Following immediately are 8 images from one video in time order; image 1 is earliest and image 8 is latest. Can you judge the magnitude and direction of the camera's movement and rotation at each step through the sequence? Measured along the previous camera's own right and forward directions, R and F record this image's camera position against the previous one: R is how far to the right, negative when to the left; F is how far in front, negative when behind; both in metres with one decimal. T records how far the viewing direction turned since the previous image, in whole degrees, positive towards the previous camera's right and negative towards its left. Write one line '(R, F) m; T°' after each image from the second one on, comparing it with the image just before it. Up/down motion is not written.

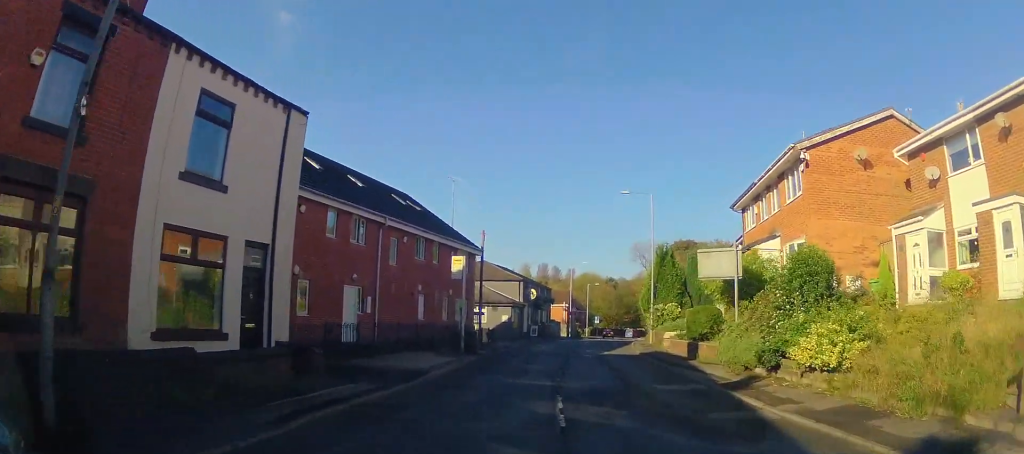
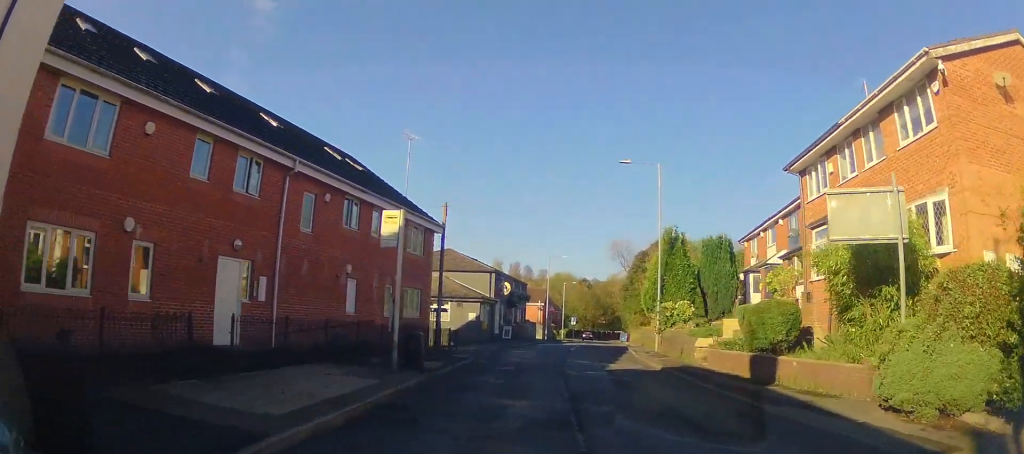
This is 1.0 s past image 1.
(+0.1, +8.2) m; +1°
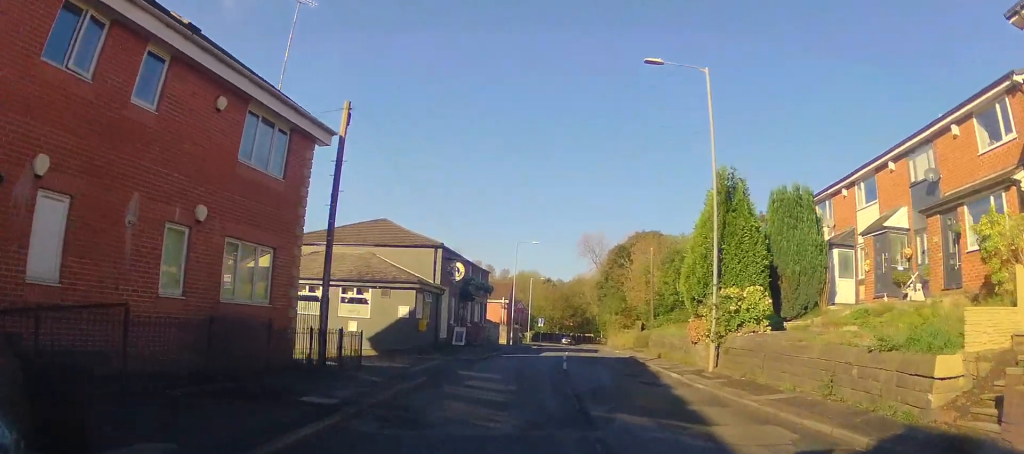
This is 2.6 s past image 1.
(+0.4, +12.7) m; +5°
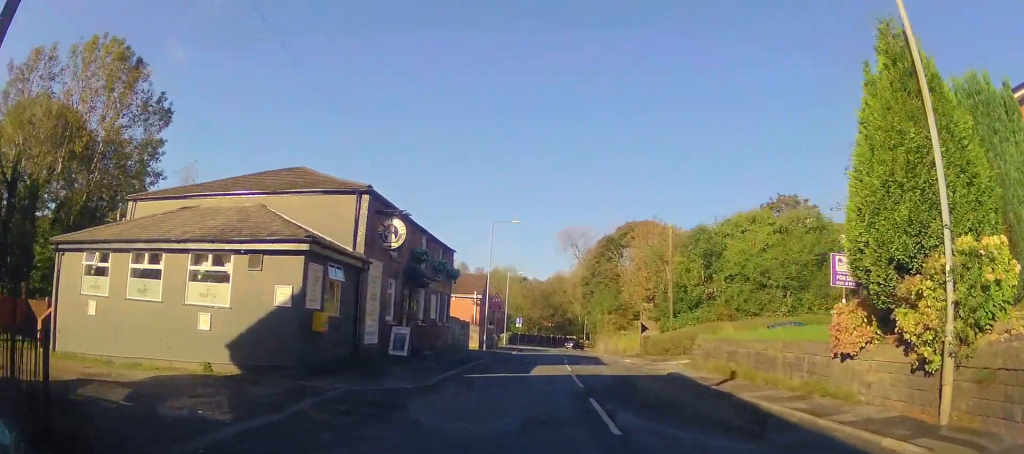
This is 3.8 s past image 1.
(+0.5, +10.6) m; +2°
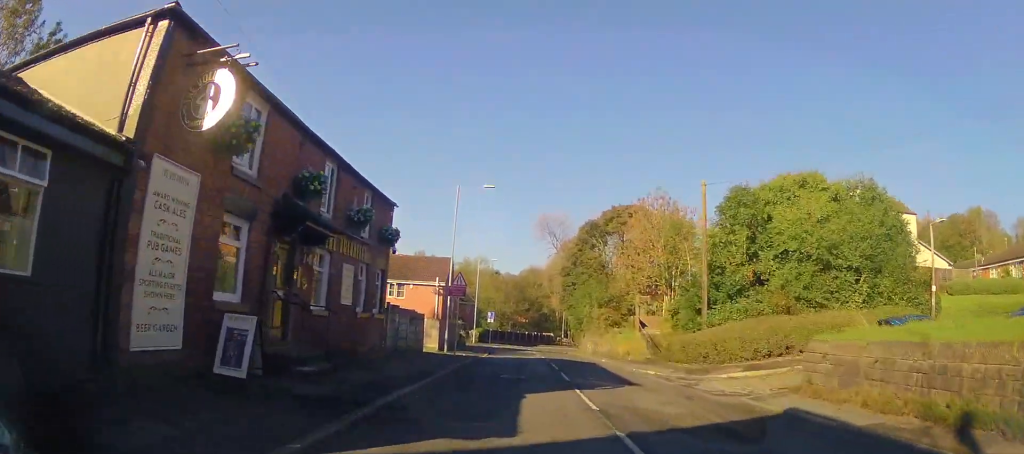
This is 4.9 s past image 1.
(0.0, +9.6) m; +2°
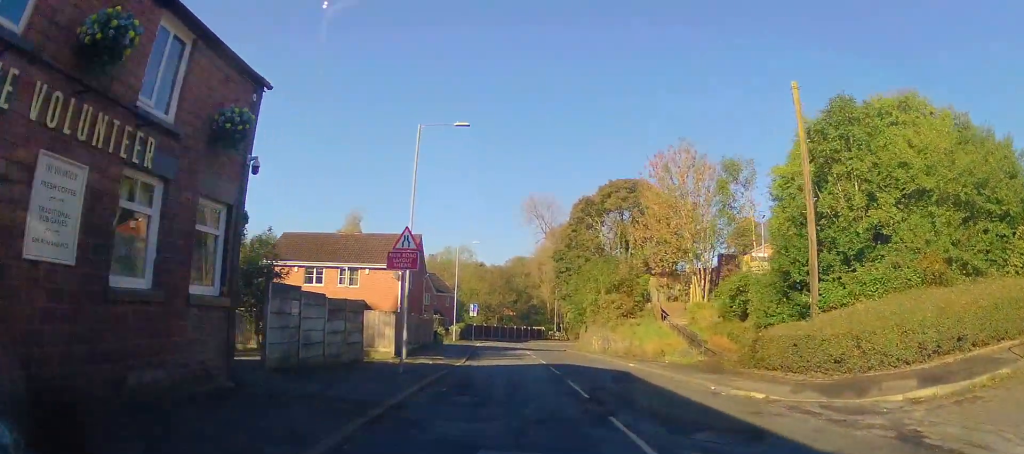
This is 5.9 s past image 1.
(+0.3, +9.8) m; +3°
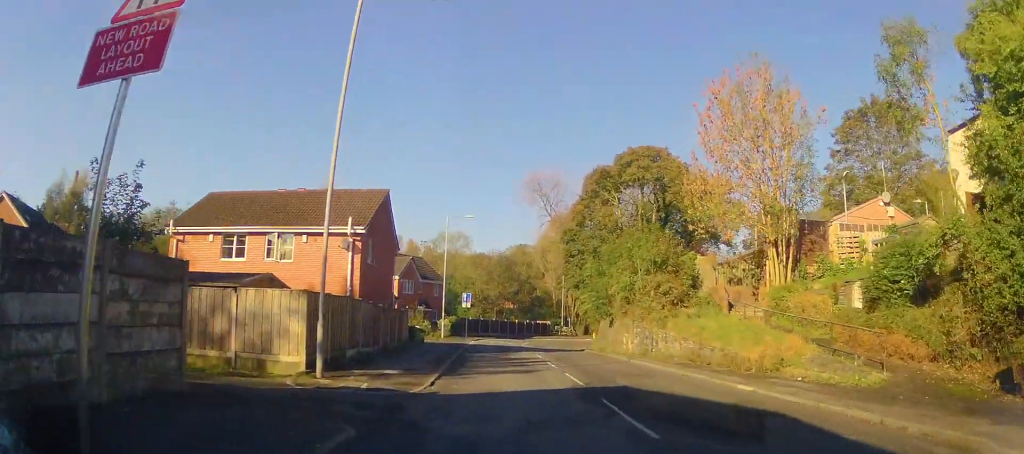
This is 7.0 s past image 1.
(+0.2, +10.8) m; +1°
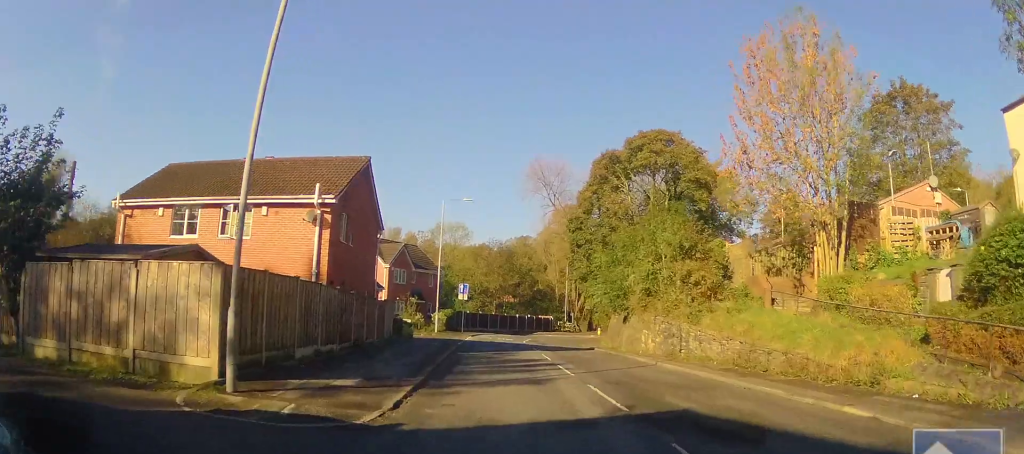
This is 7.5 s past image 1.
(0.0, +4.3) m; -1°
